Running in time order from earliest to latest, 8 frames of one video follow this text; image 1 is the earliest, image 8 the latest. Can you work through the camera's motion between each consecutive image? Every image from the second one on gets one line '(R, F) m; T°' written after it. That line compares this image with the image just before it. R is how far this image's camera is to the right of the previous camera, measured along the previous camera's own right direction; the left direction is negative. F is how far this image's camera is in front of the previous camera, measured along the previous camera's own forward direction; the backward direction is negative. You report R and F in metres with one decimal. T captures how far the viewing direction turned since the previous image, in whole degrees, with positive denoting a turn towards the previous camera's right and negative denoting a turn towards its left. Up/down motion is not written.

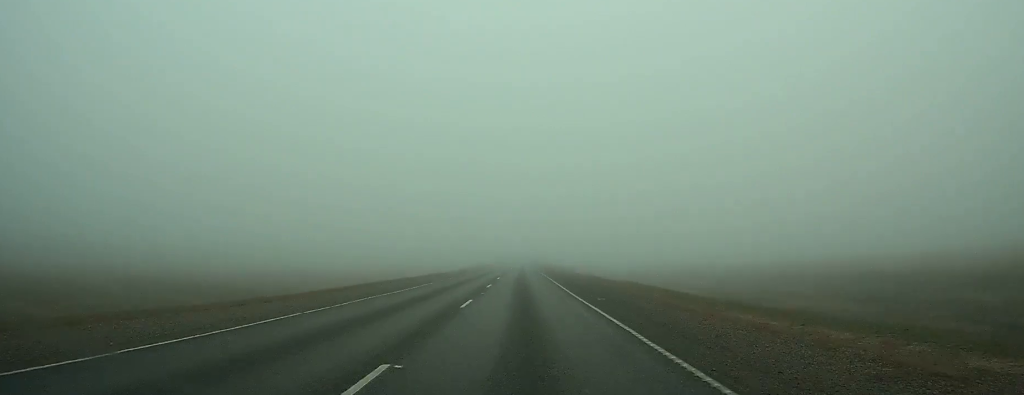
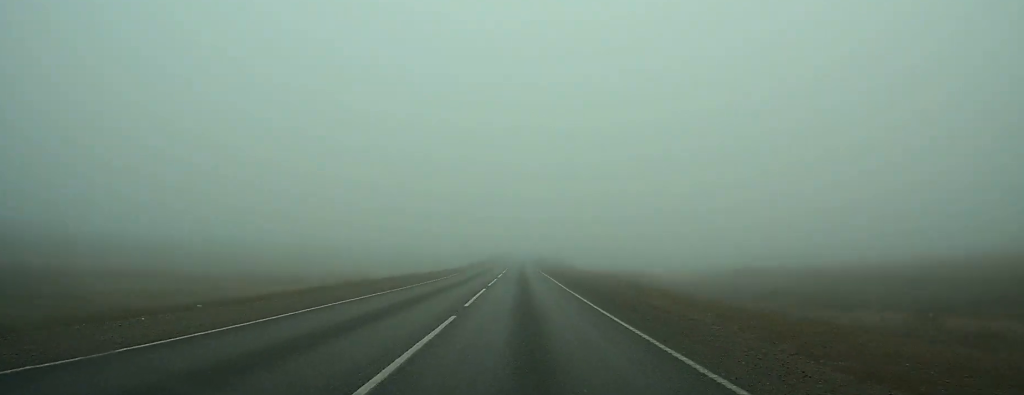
(+0.3, +80.8) m; 0°
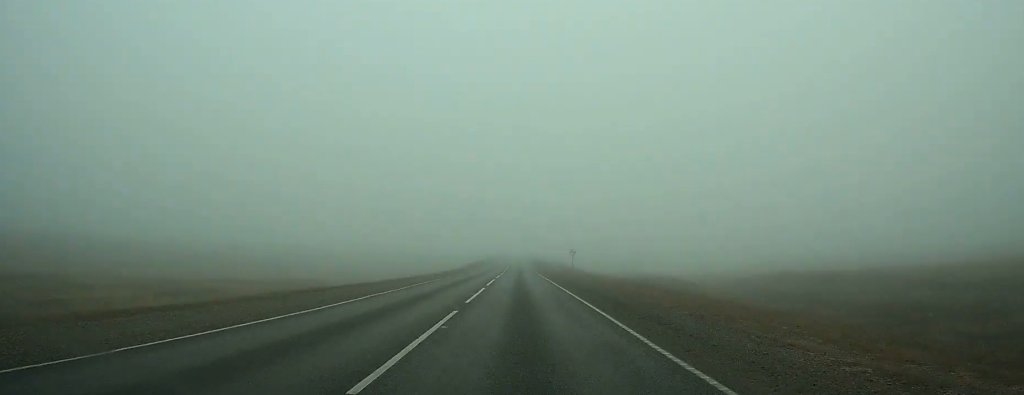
(+0.1, +21.4) m; 0°
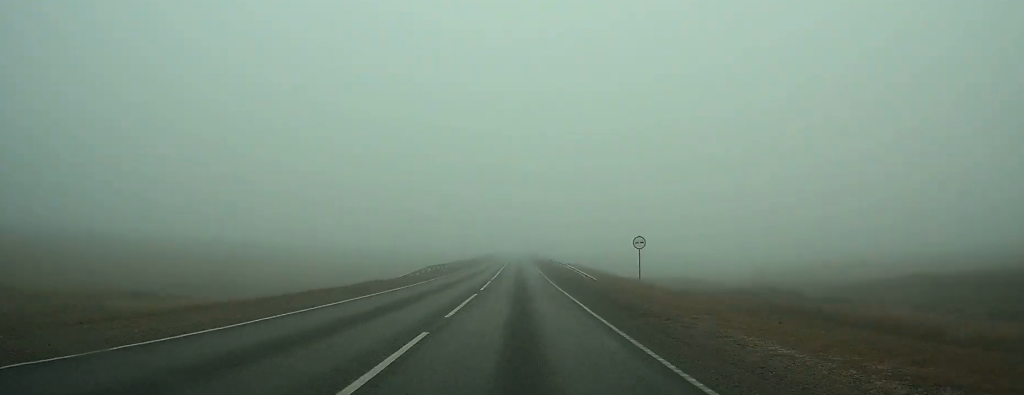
(0.0, +36.8) m; 0°
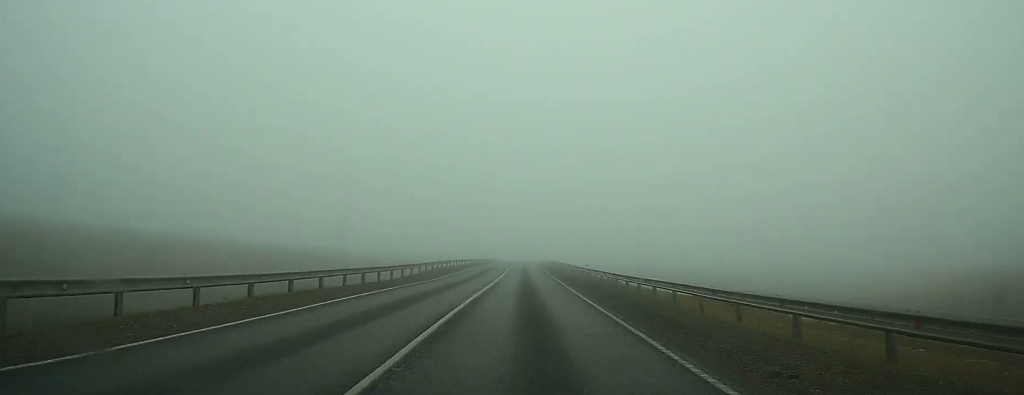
(+0.1, +64.0) m; 0°
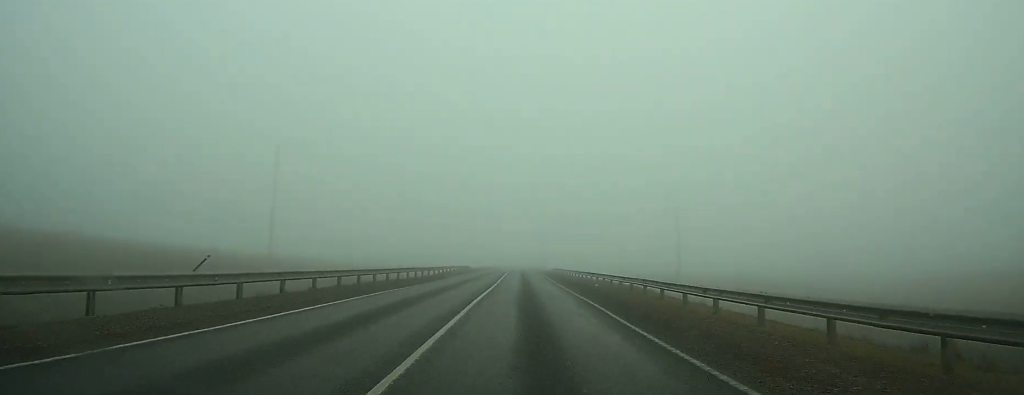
(0.0, +40.3) m; 0°
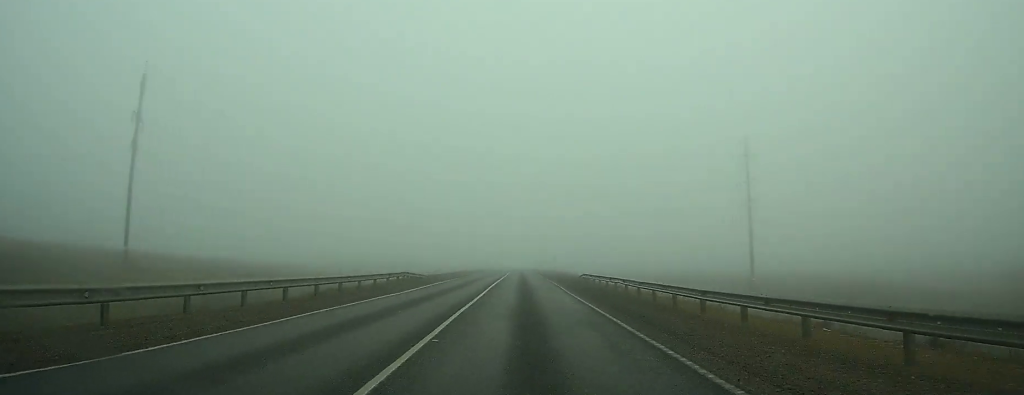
(0.0, +42.8) m; 0°
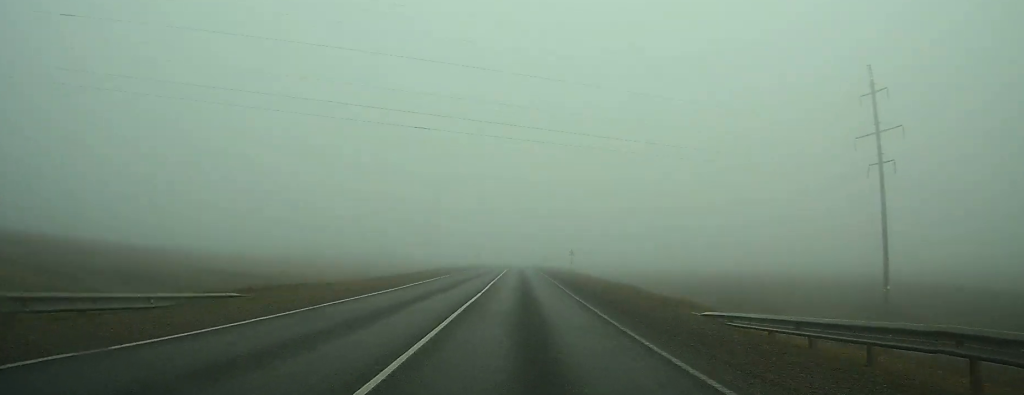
(0.0, +36.8) m; 0°
